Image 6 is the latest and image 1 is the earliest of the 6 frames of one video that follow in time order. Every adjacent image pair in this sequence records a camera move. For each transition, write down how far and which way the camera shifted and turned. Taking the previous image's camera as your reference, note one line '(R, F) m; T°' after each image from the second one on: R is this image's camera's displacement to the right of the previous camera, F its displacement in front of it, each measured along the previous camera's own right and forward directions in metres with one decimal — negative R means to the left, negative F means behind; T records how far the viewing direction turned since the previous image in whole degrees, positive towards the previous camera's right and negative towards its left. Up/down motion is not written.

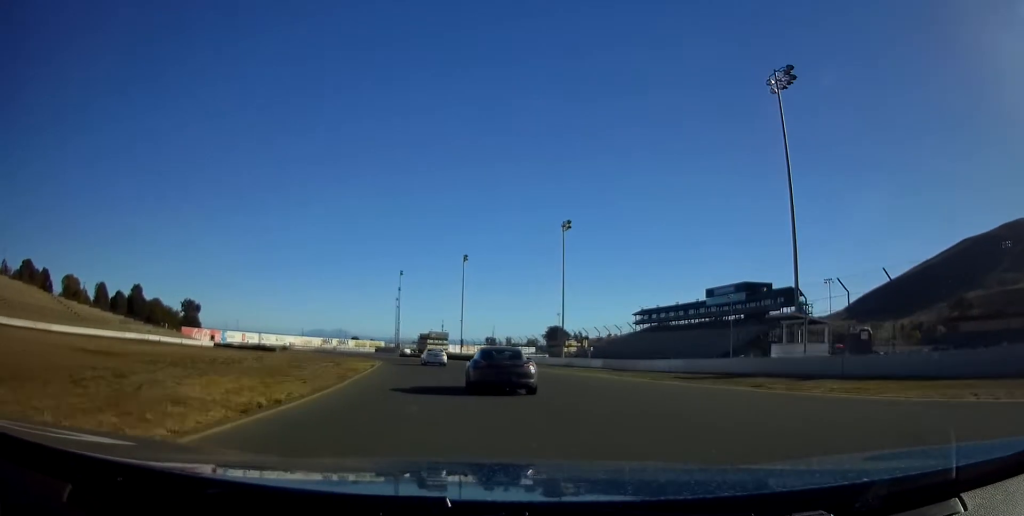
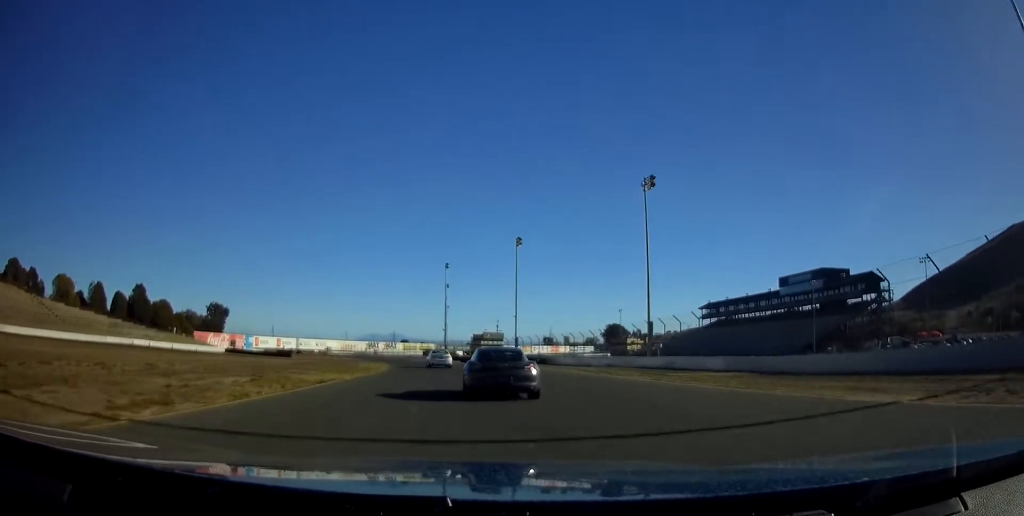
(-1.0, +24.0) m; -5°
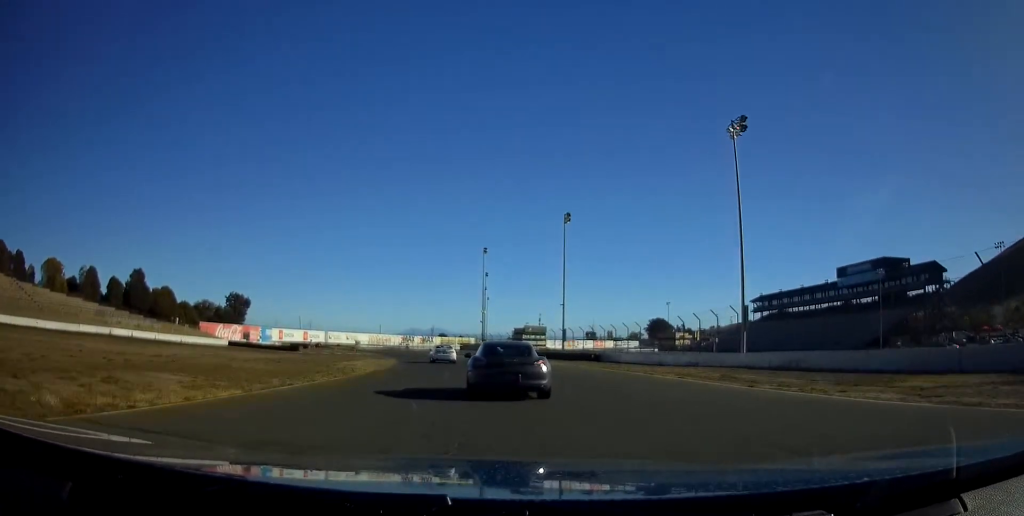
(-0.7, +17.8) m; -3°
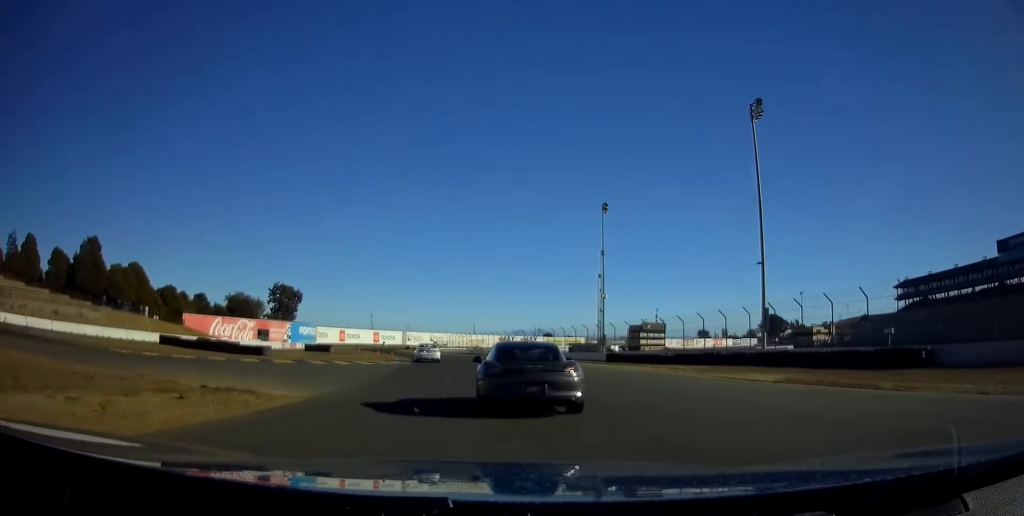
(-4.0, +50.5) m; -9°
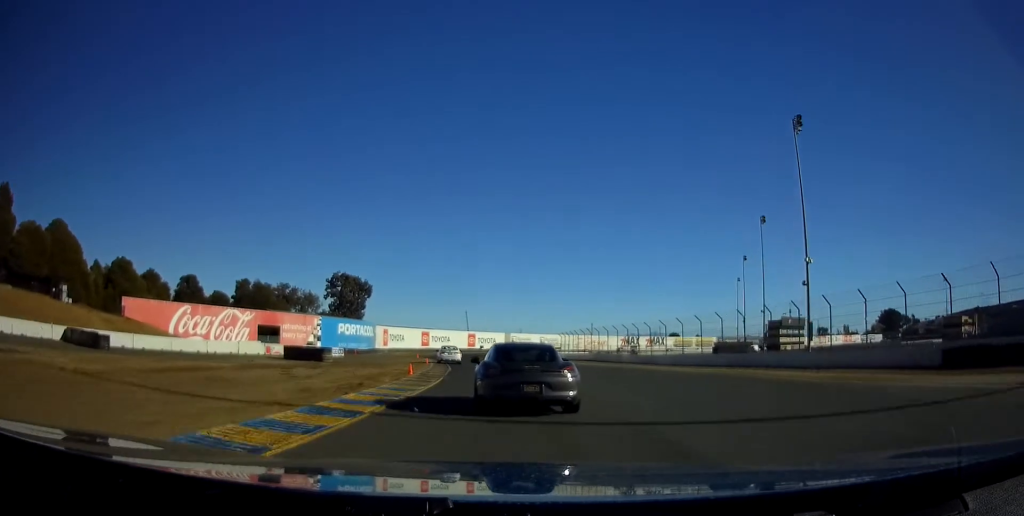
(-4.3, +44.1) m; -12°
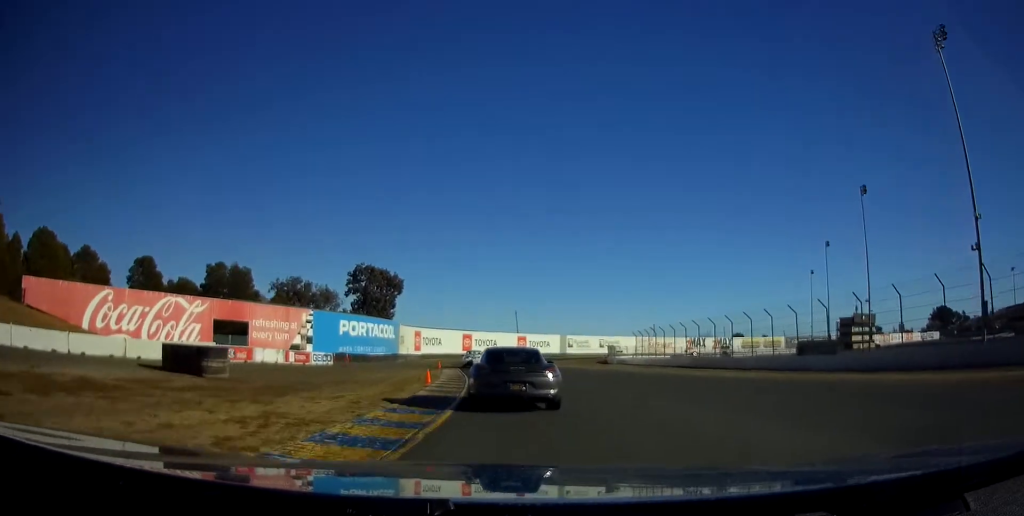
(-1.2, +23.9) m; -5°
